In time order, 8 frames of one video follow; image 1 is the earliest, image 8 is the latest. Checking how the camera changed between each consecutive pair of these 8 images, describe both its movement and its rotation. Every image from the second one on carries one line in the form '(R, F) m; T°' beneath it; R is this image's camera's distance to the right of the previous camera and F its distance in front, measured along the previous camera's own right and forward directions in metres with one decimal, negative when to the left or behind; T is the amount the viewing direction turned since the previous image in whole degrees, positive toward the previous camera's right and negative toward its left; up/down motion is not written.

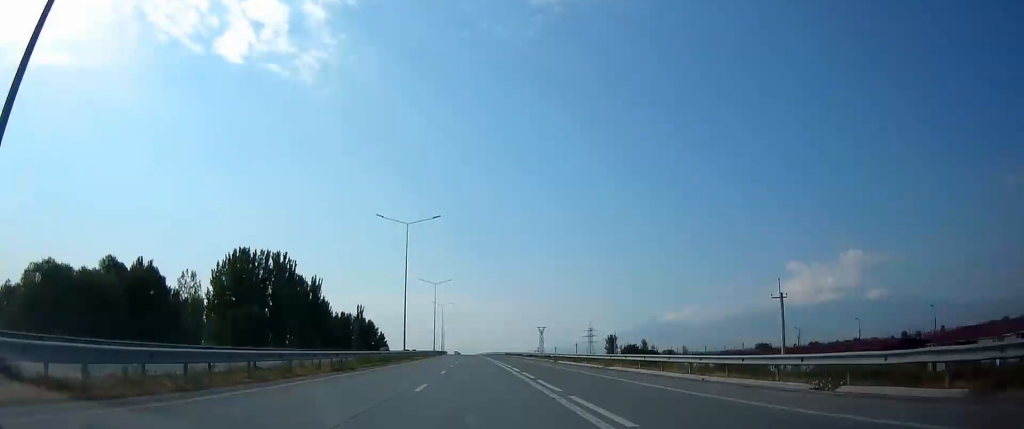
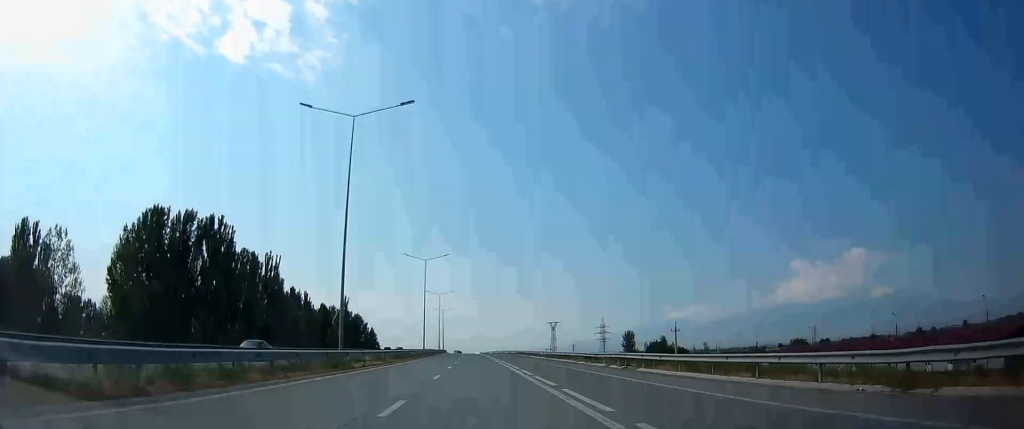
(-0.8, +30.5) m; -1°
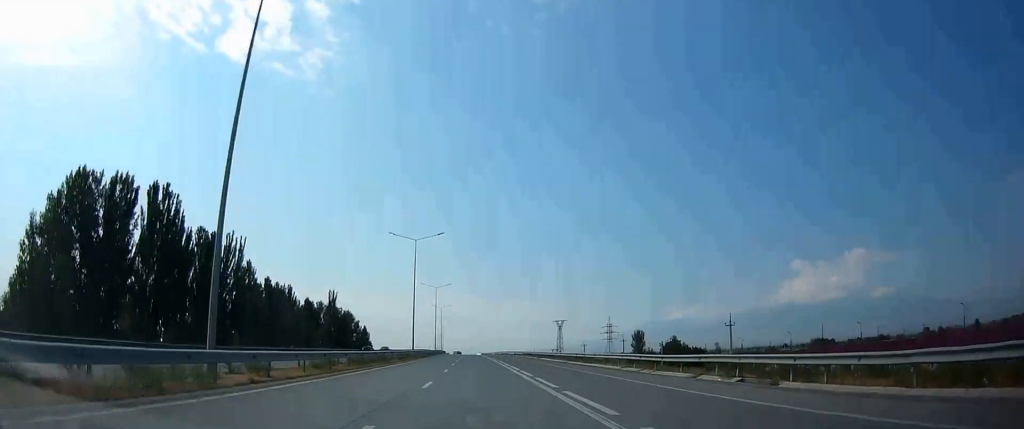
(-0.1, +16.4) m; 0°
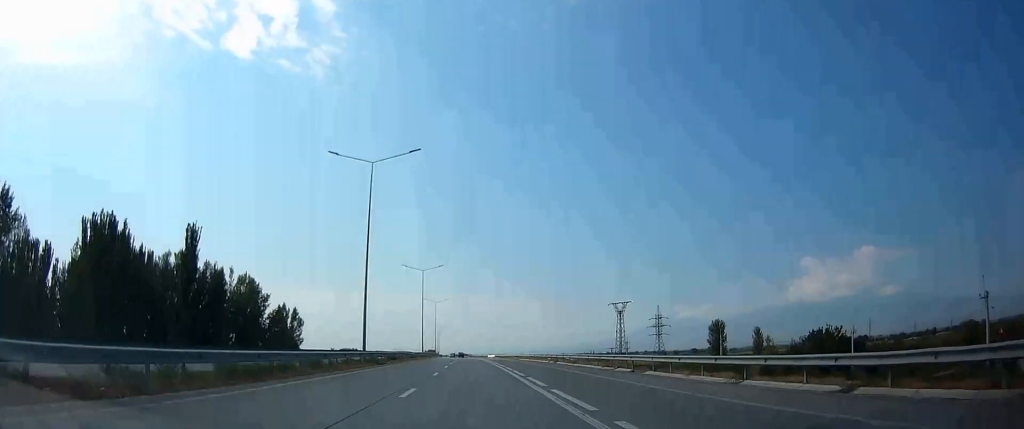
(+0.3, +87.7) m; -1°
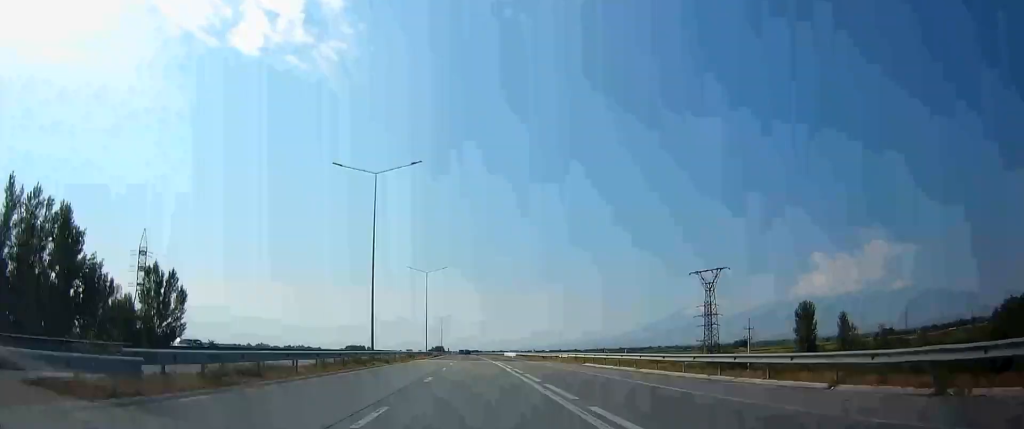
(-0.2, +53.6) m; 0°
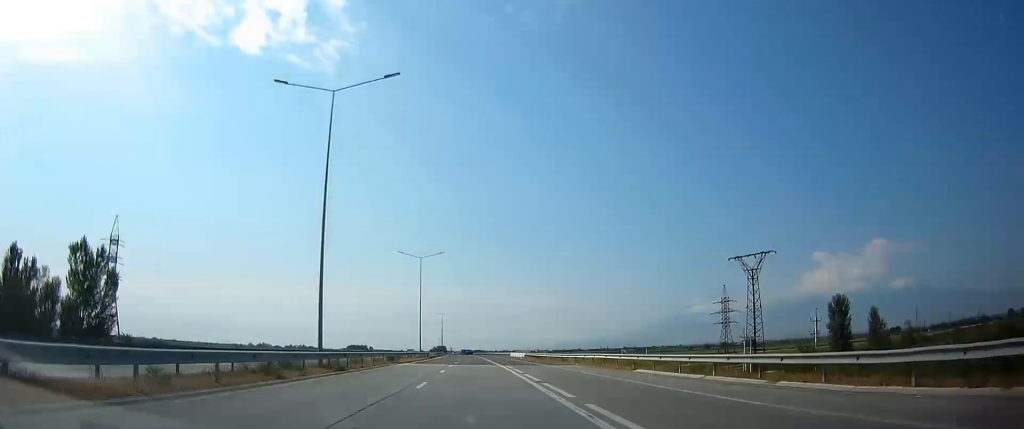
(0.0, +15.3) m; 0°
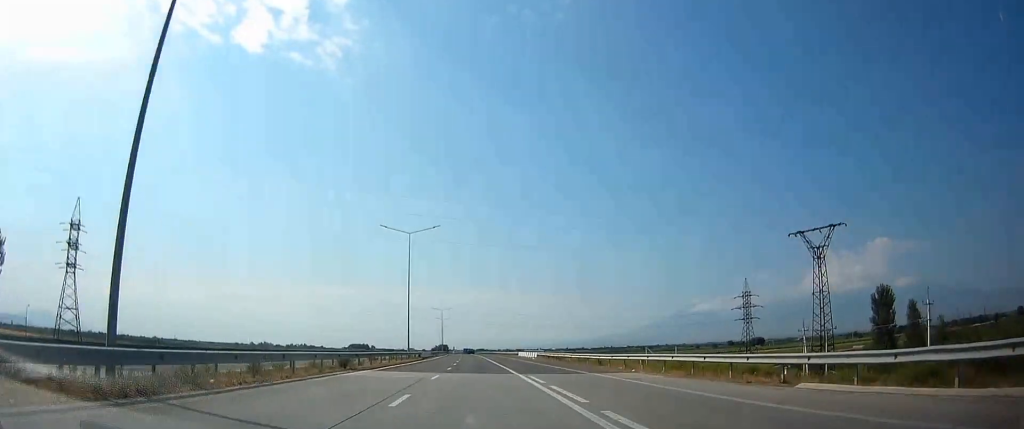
(+0.1, +17.5) m; 0°
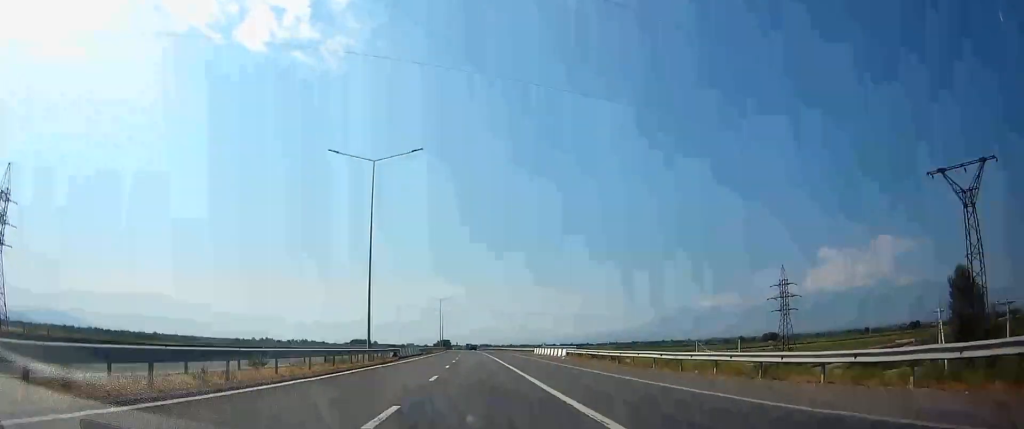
(-0.1, +26.2) m; -1°
